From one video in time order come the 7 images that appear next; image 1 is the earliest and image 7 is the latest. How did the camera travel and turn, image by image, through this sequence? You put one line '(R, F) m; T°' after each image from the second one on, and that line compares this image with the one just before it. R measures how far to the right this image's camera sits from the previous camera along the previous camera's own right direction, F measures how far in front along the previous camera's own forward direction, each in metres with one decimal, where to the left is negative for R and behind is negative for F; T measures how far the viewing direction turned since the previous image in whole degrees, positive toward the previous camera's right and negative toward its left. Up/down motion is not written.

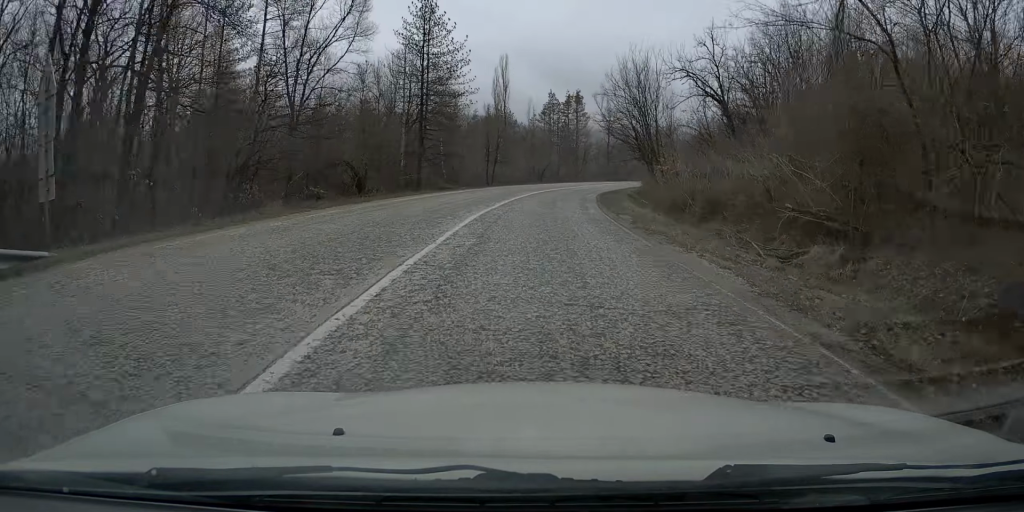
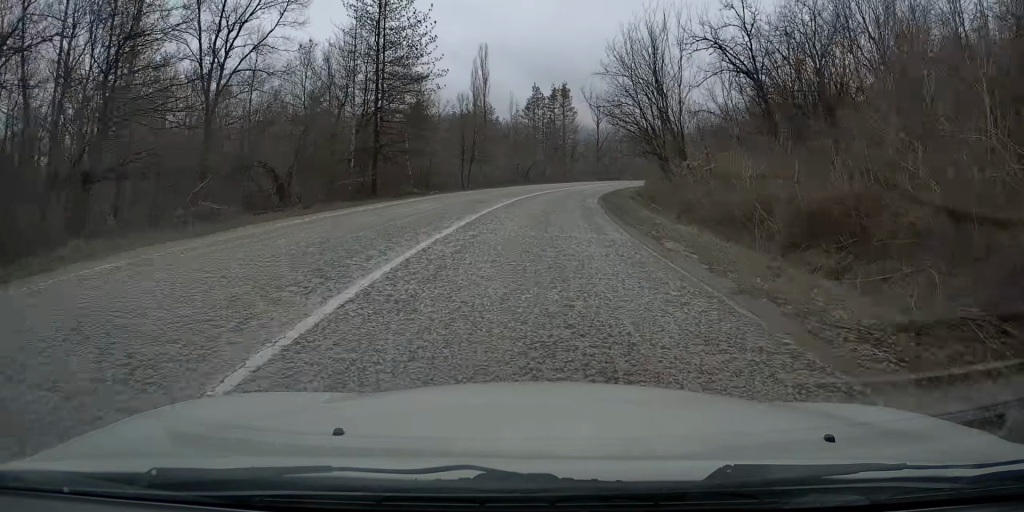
(+0.1, +9.8) m; +1°
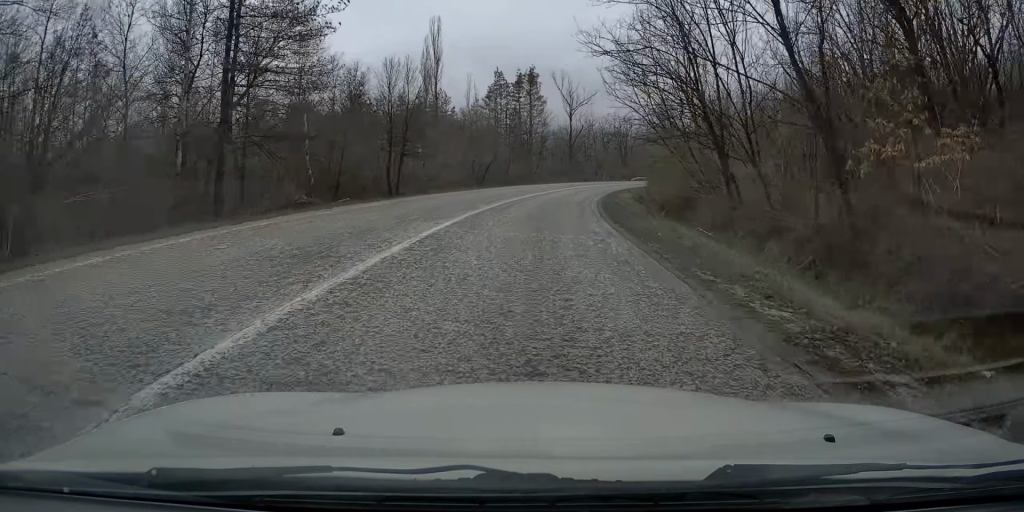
(+0.3, +16.9) m; +2°
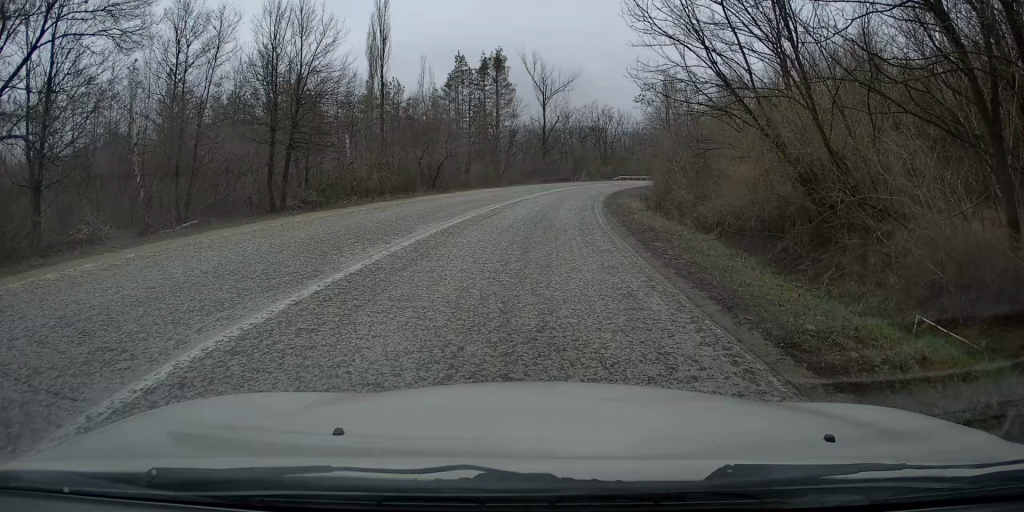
(+0.2, +14.2) m; +2°
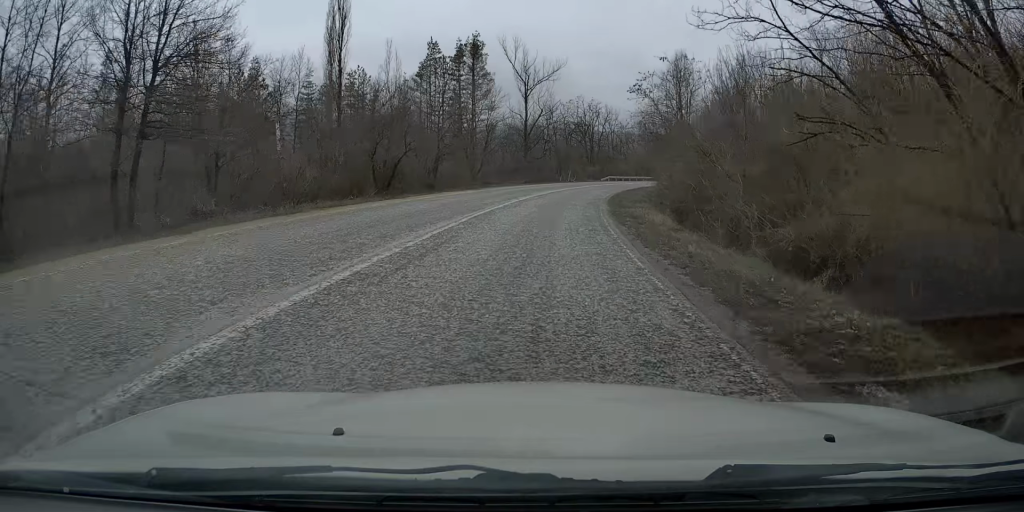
(0.0, +9.1) m; +2°
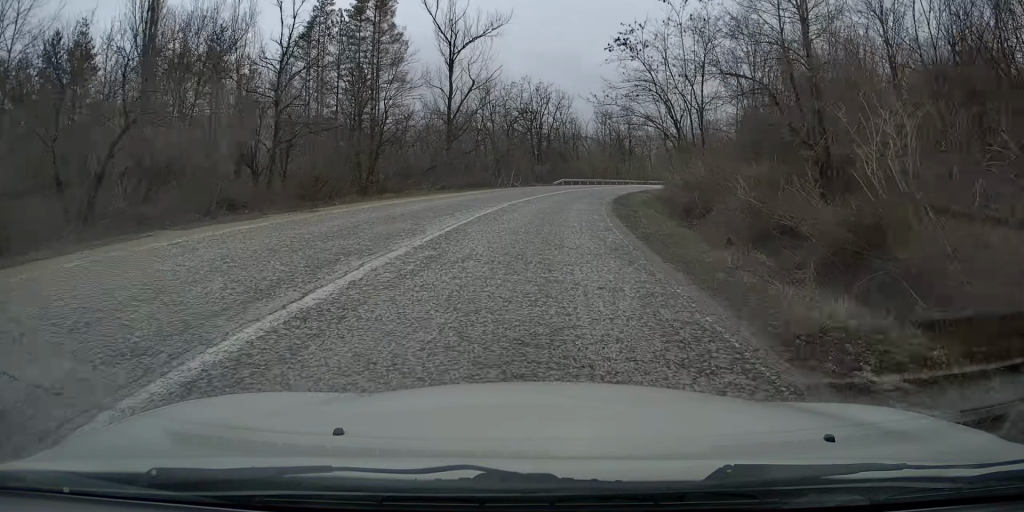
(+1.0, +23.4) m; +6°
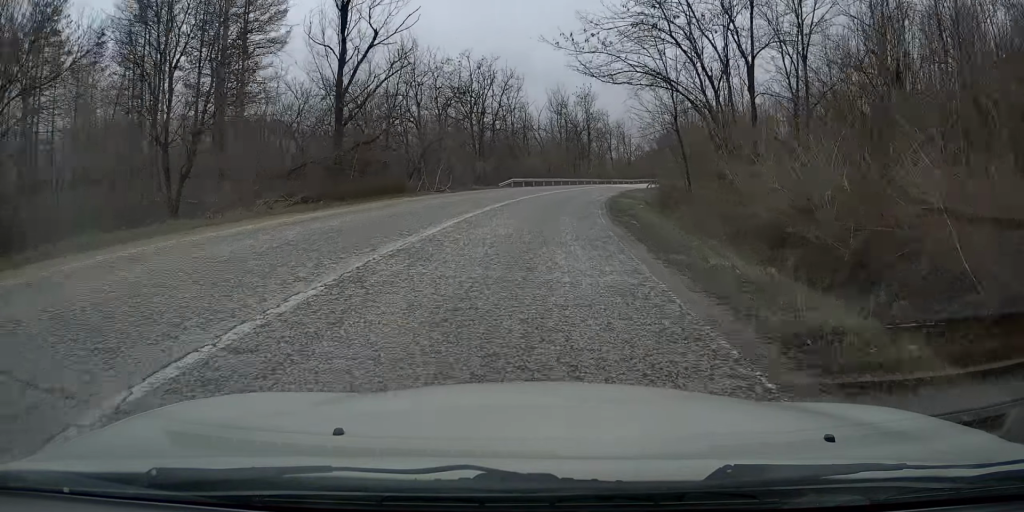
(+0.7, +17.8) m; +4°
